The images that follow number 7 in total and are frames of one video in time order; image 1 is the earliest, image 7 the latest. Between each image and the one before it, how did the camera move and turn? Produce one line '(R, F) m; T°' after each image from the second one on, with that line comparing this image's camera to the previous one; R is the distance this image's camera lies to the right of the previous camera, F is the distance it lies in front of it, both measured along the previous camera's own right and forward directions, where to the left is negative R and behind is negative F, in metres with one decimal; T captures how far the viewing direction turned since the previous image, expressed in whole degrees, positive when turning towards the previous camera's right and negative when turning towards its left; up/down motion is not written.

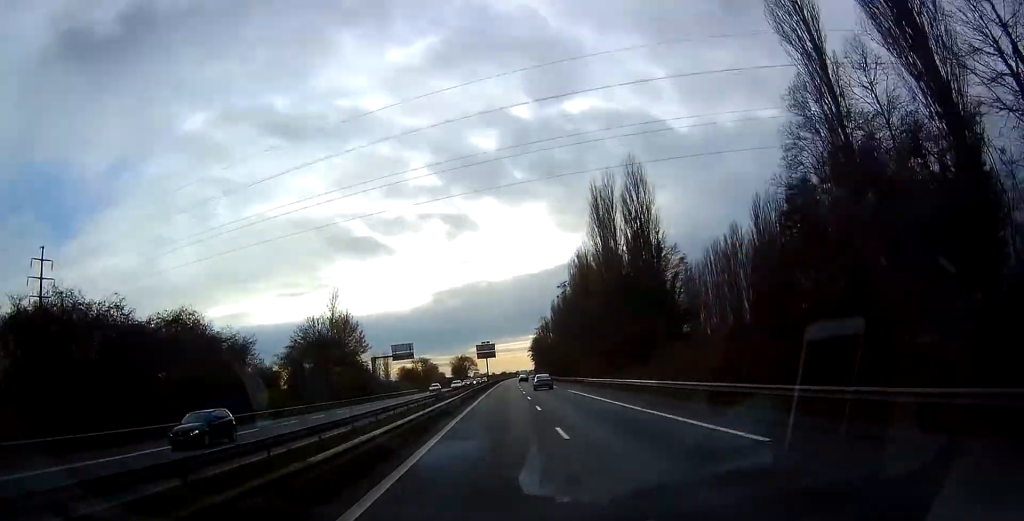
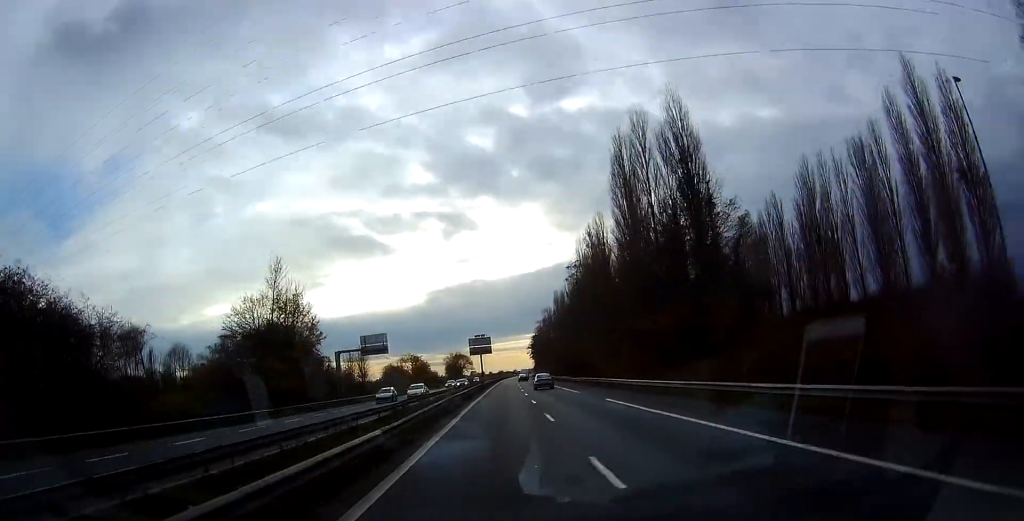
(+0.3, +19.2) m; 0°
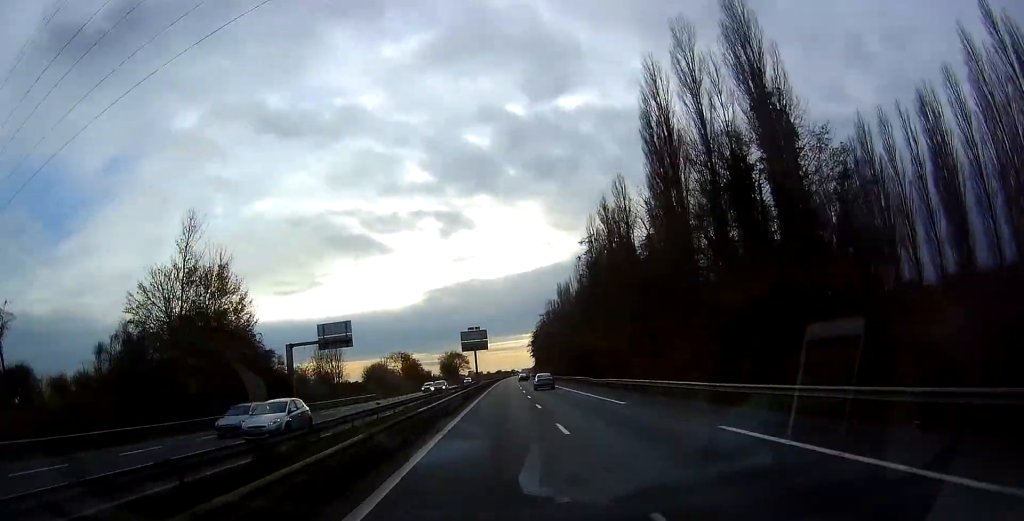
(+0.1, +16.9) m; 0°
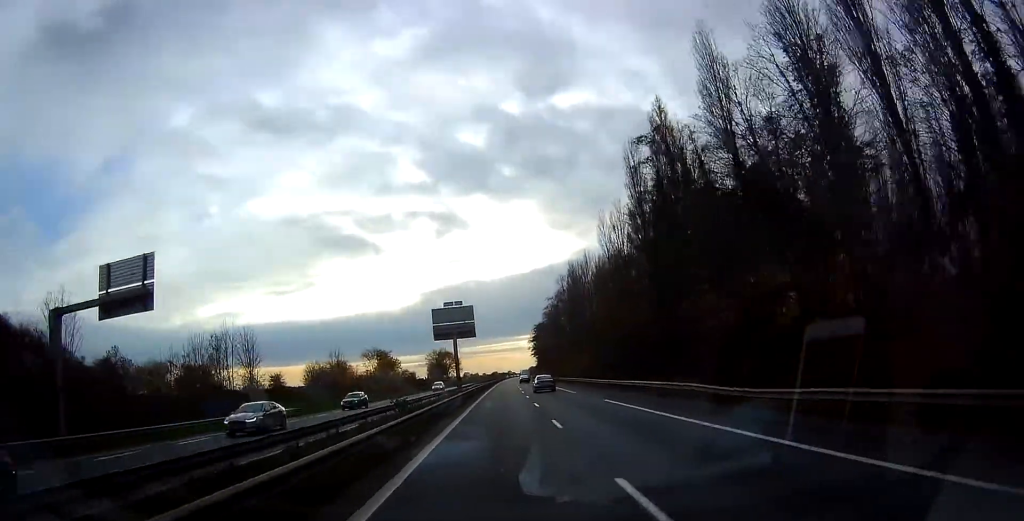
(-0.4, +33.9) m; 0°
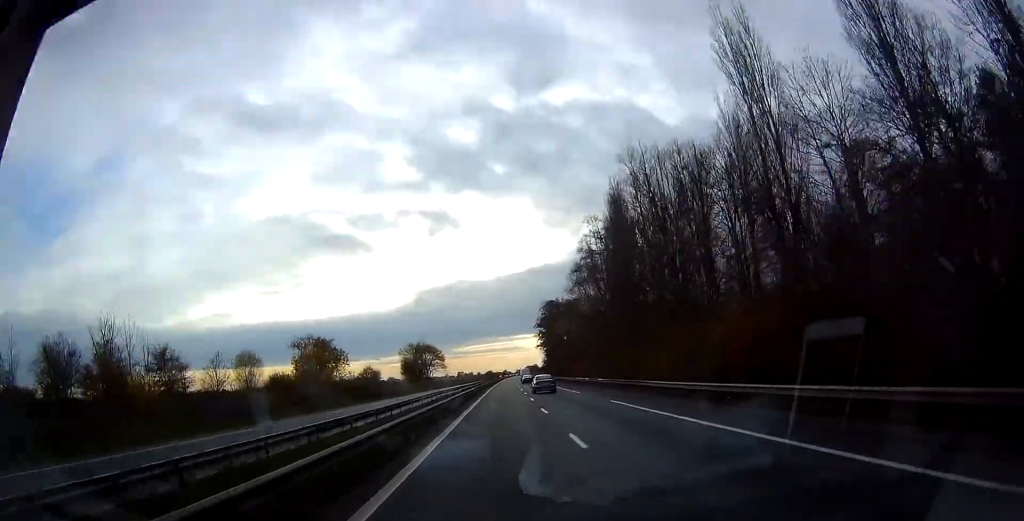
(+0.5, +54.0) m; 0°
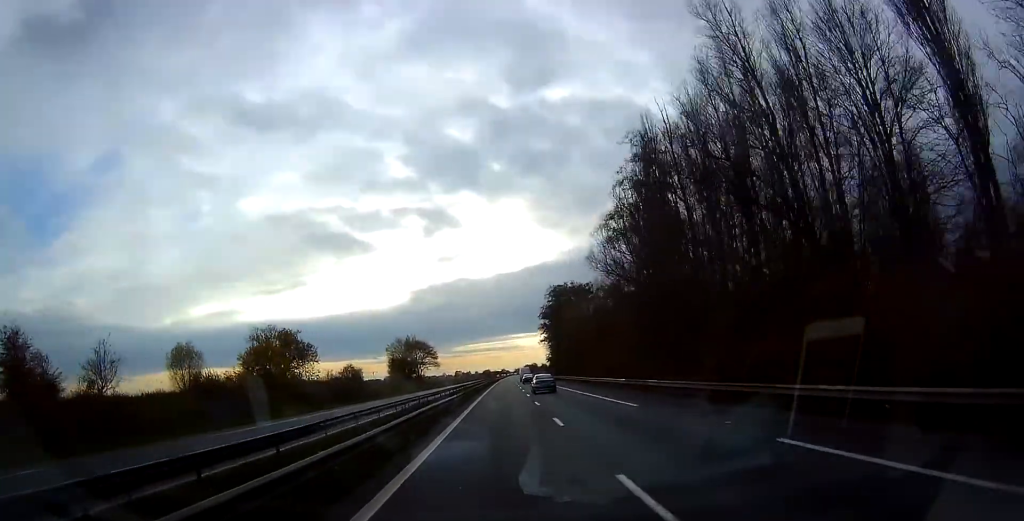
(-0.1, +18.8) m; 0°
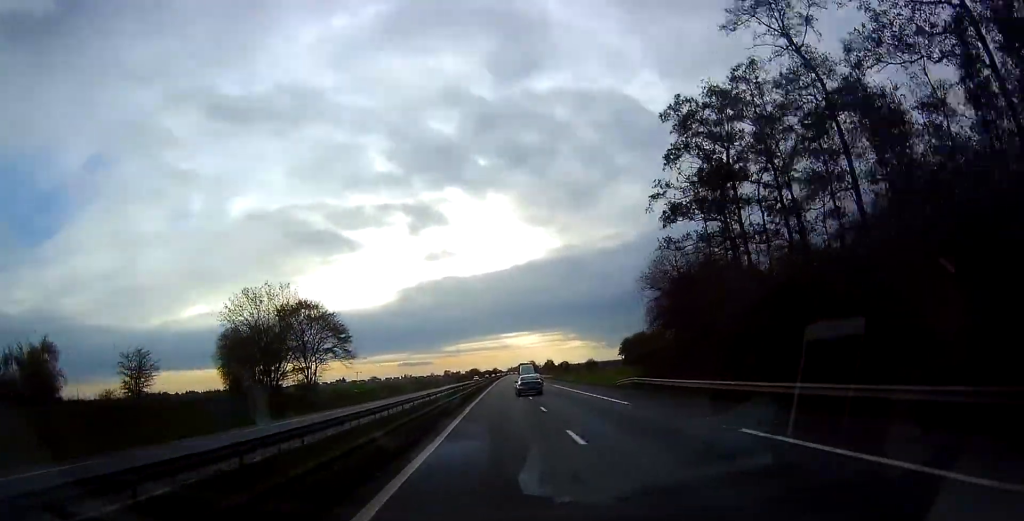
(+2.0, +102.1) m; +1°
